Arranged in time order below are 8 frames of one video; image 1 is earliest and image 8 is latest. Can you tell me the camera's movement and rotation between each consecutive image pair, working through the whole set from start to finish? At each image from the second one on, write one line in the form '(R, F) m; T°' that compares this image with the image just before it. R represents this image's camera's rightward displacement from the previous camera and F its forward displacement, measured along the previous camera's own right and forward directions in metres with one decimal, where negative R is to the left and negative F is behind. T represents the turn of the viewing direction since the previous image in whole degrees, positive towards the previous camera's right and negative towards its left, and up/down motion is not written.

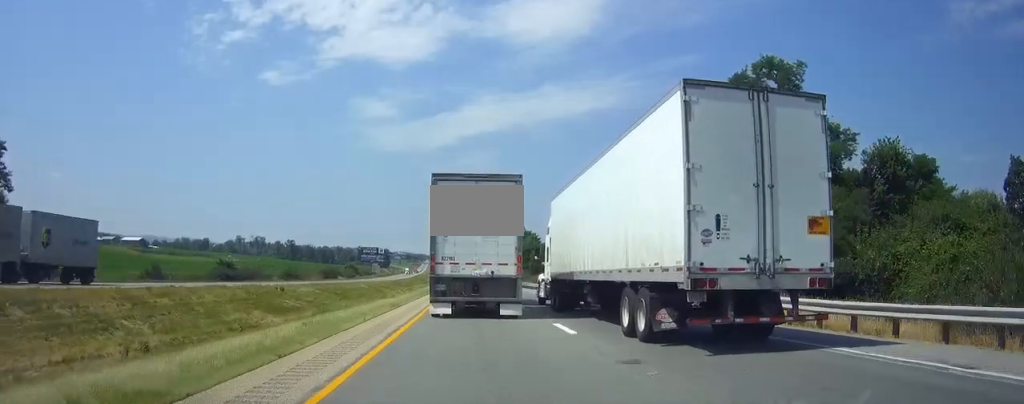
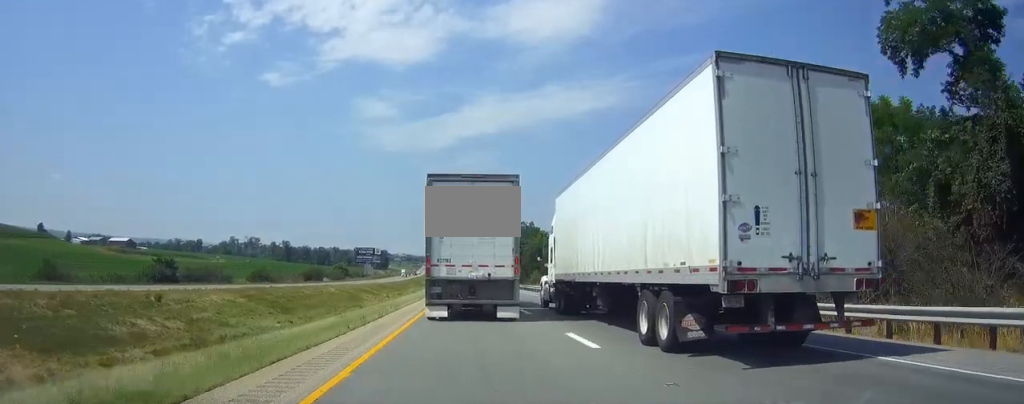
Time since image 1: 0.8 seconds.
(-0.1, +26.2) m; 0°
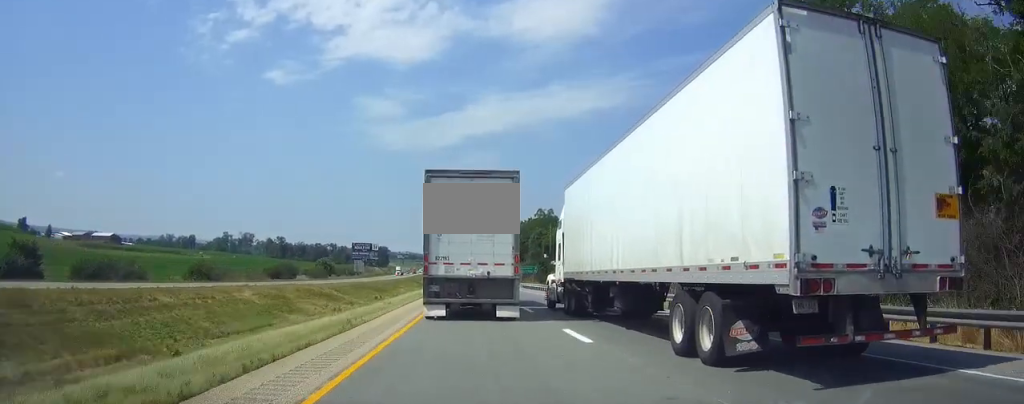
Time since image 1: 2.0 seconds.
(-0.1, +35.8) m; 0°
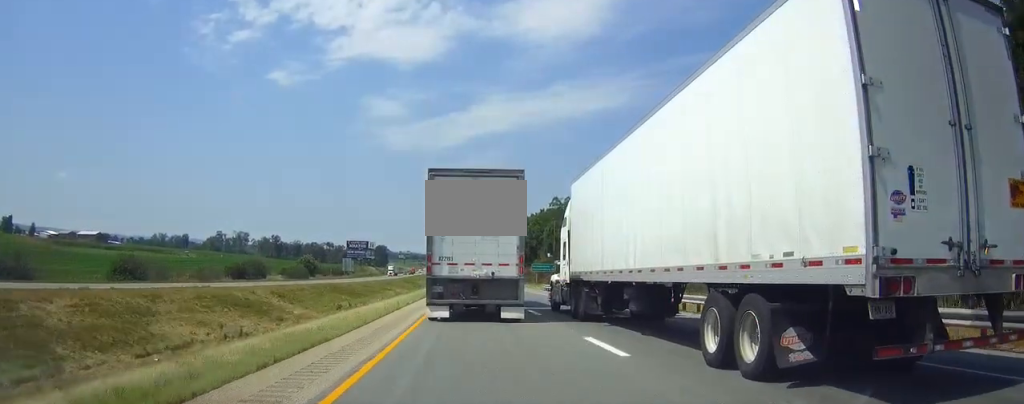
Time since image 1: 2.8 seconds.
(-0.1, +26.3) m; 0°
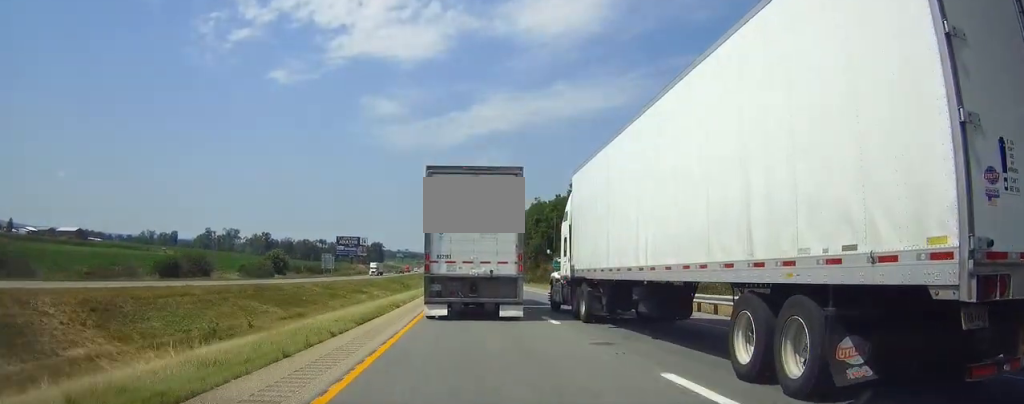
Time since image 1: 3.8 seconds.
(-0.2, +30.6) m; 0°
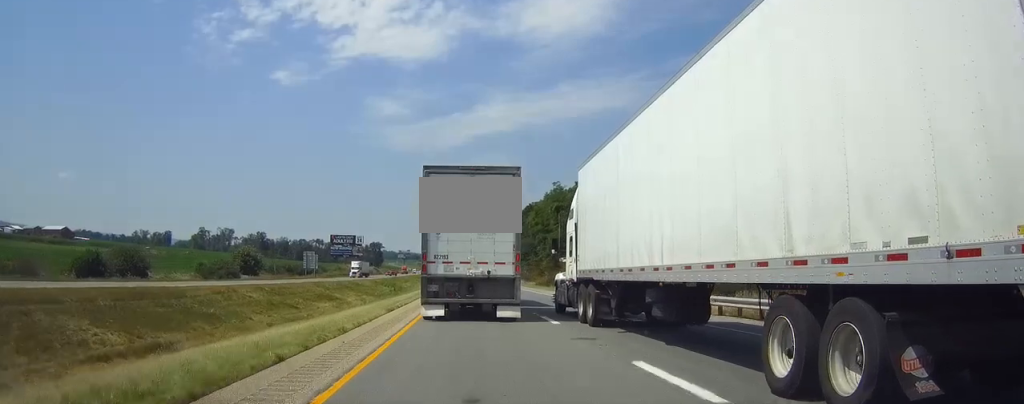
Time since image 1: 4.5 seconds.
(0.0, +23.2) m; 0°
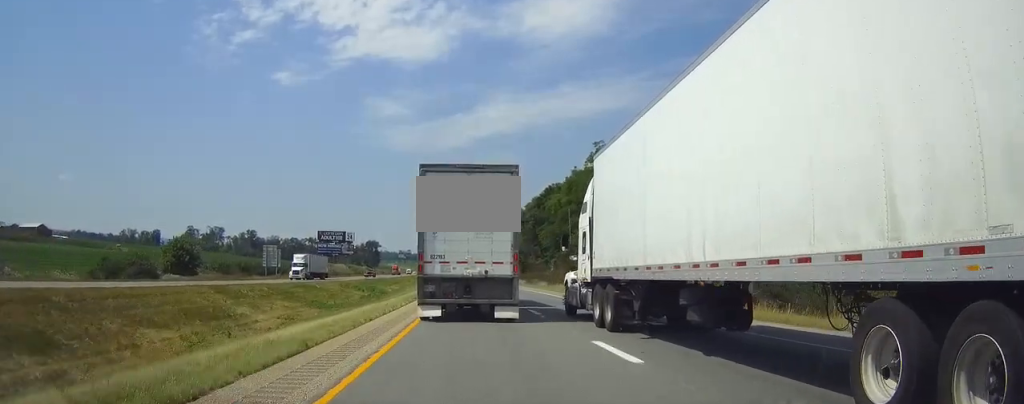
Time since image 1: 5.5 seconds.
(+0.2, +32.8) m; 0°
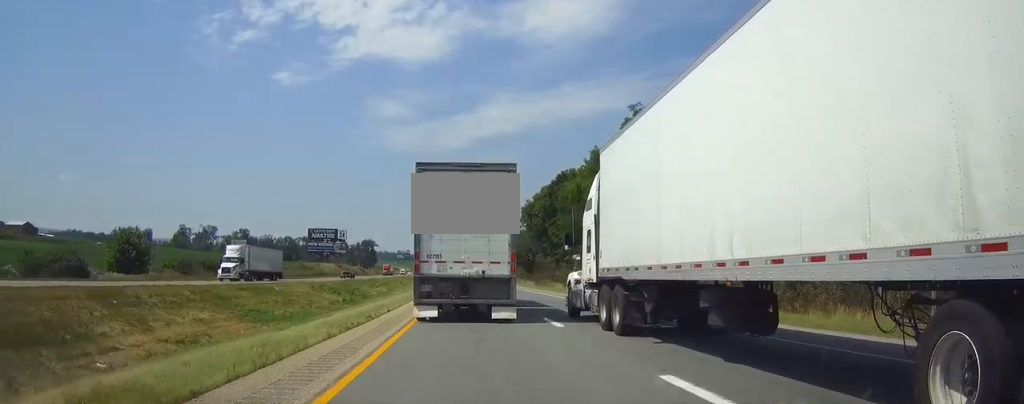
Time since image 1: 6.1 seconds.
(-0.1, +17.0) m; 0°
